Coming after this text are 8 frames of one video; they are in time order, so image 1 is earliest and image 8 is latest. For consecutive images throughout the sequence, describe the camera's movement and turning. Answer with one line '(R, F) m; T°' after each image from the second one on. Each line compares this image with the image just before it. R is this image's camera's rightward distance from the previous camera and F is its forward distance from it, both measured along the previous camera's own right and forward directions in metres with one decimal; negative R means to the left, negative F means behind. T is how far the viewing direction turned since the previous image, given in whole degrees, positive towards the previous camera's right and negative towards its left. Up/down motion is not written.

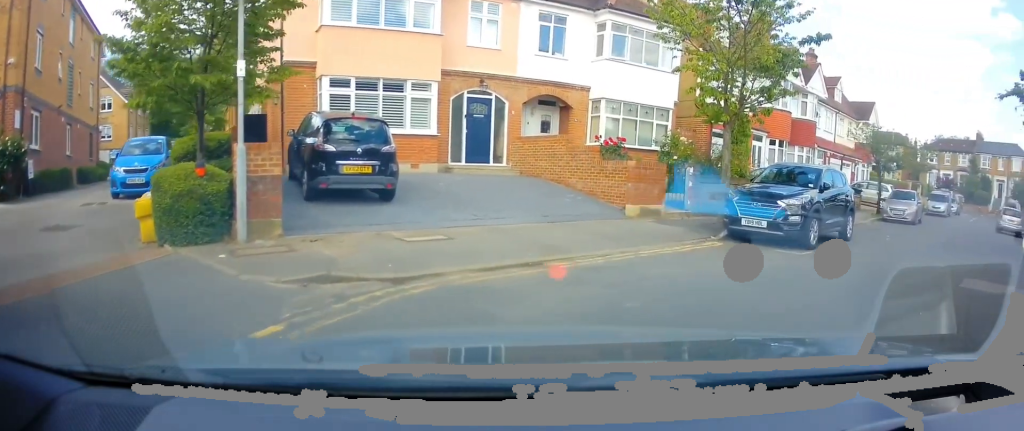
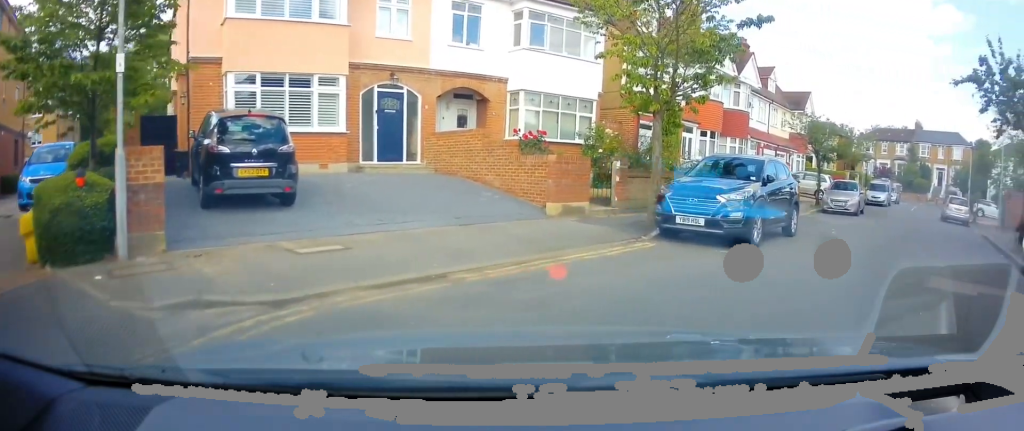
(-0.1, +1.1) m; +8°
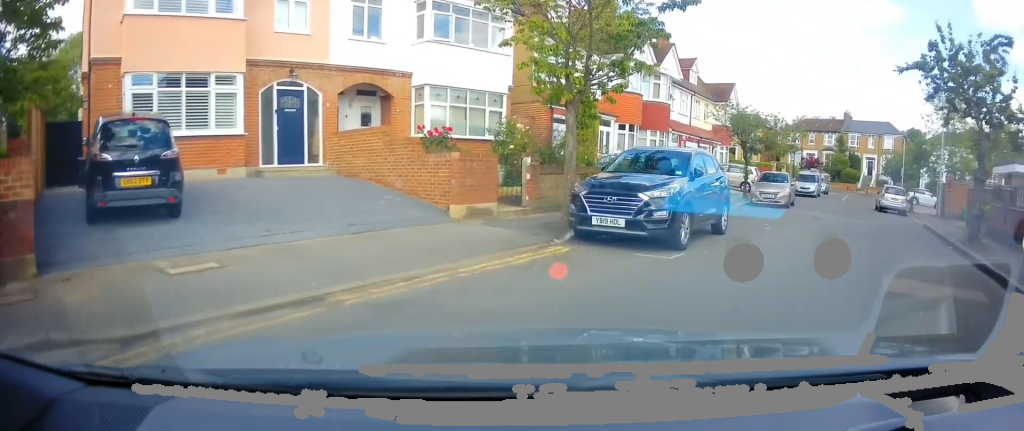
(-0.2, +1.0) m; +8°
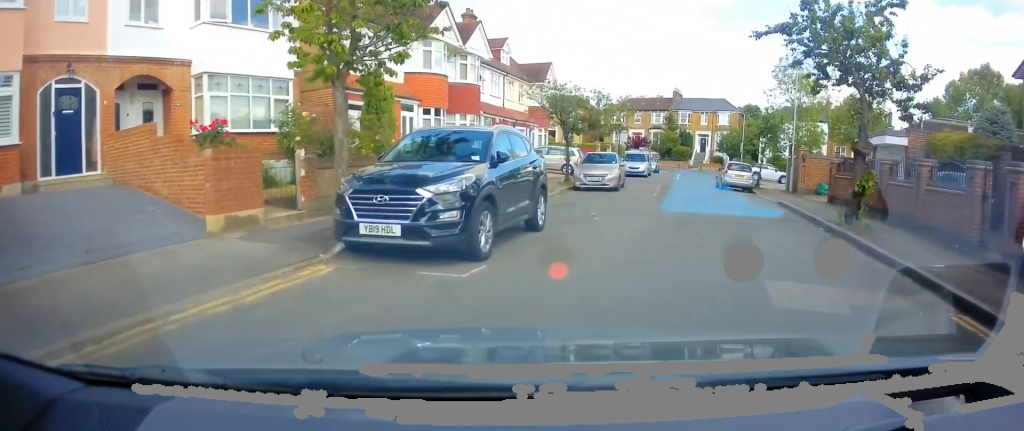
(+0.7, +1.7) m; +21°
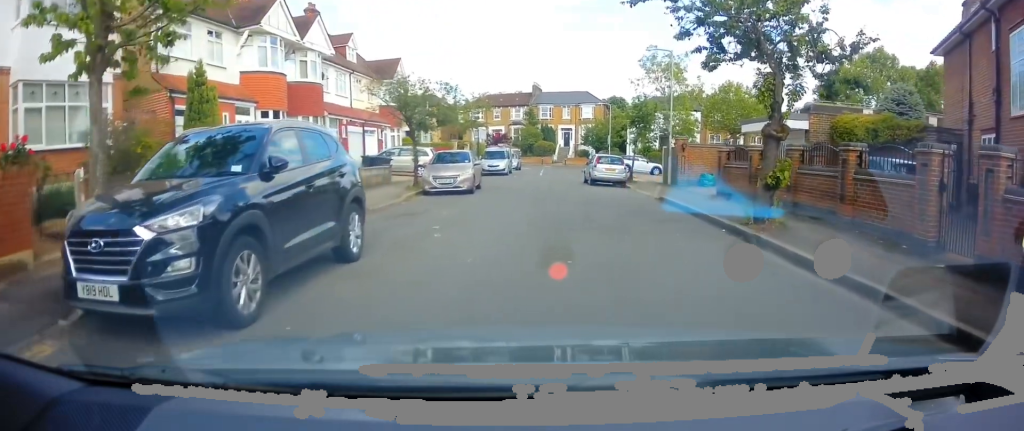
(+0.2, +2.5) m; +5°
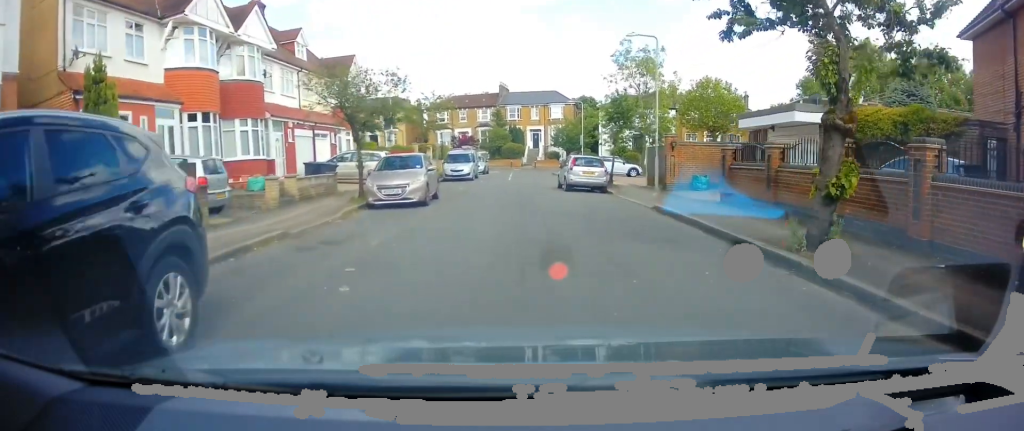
(0.0, +3.3) m; 0°
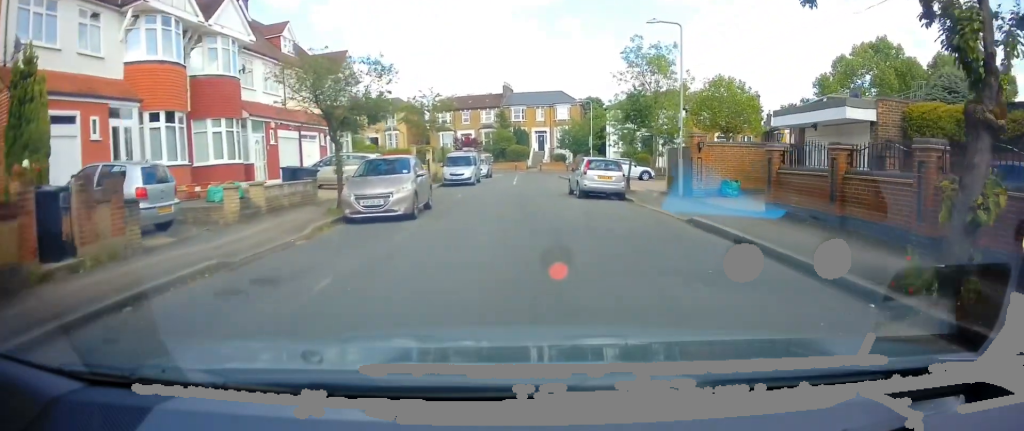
(0.0, +2.6) m; 0°
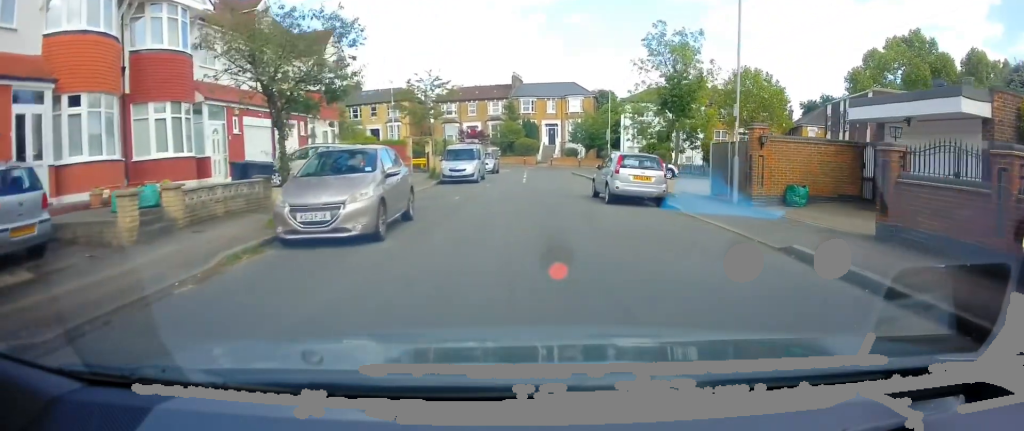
(0.0, +3.8) m; -3°
